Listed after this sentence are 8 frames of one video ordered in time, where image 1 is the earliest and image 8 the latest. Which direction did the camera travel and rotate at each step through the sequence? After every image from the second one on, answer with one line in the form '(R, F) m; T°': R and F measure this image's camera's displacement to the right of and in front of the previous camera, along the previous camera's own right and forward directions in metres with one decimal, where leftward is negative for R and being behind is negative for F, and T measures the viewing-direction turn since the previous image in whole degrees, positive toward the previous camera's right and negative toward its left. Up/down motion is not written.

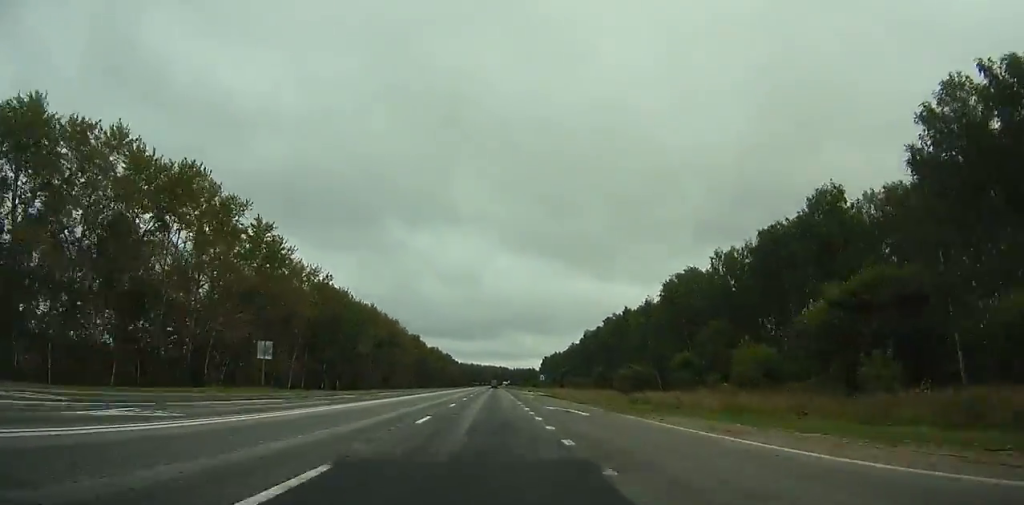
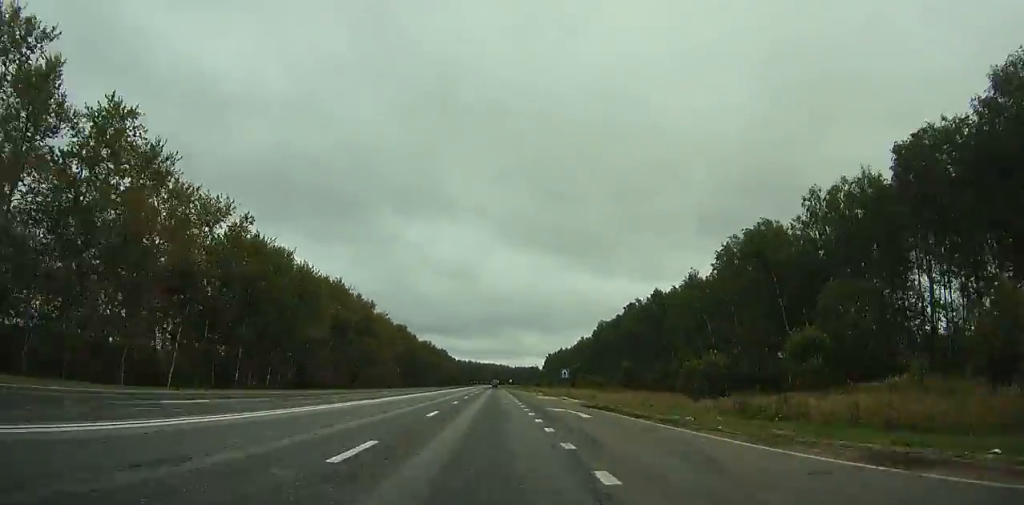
(+0.1, +31.1) m; 0°
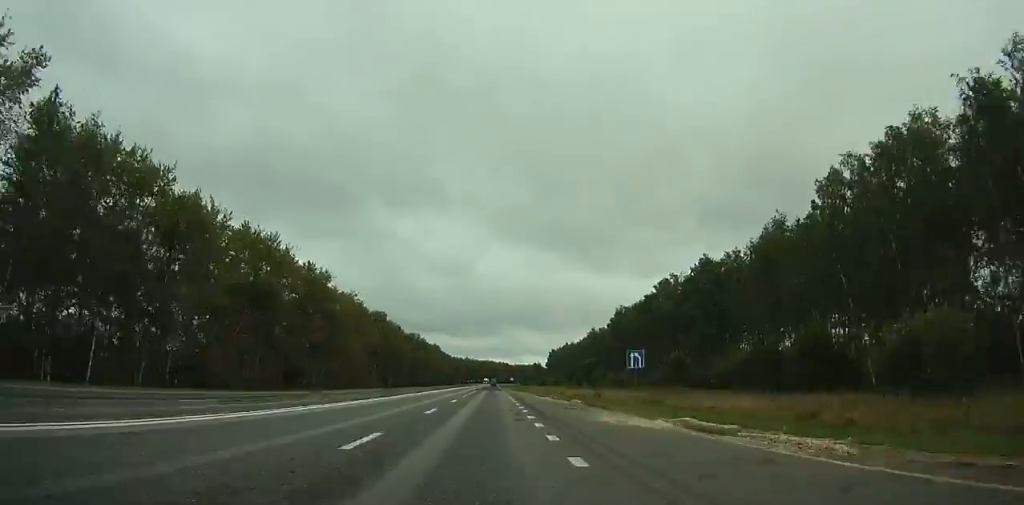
(+0.1, +34.1) m; 0°
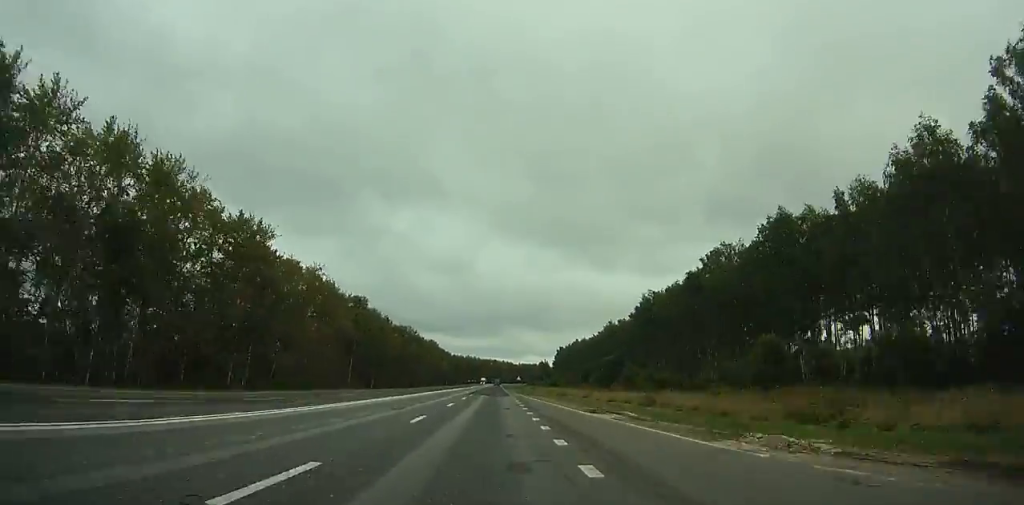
(0.0, +28.9) m; 0°
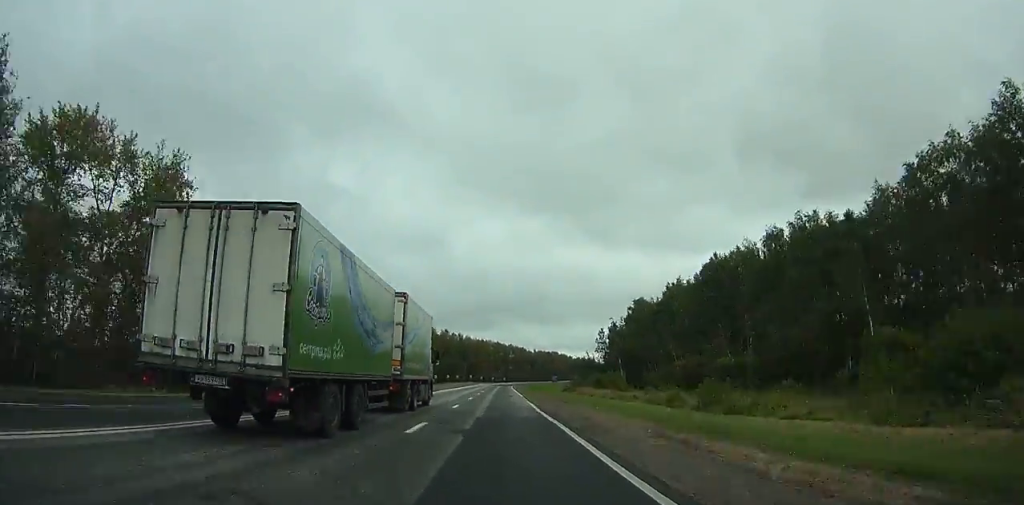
(-1.5, +200.8) m; -1°
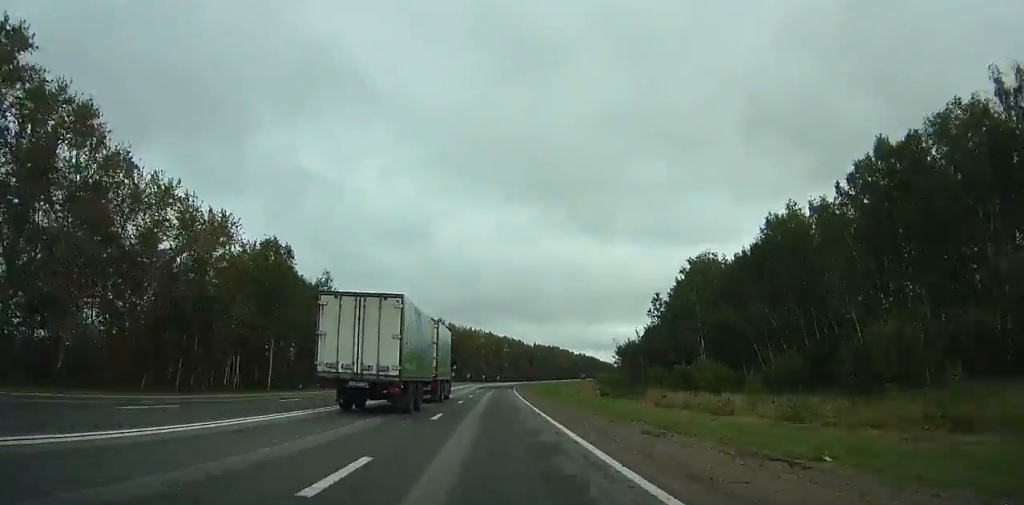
(-0.1, +55.8) m; 0°
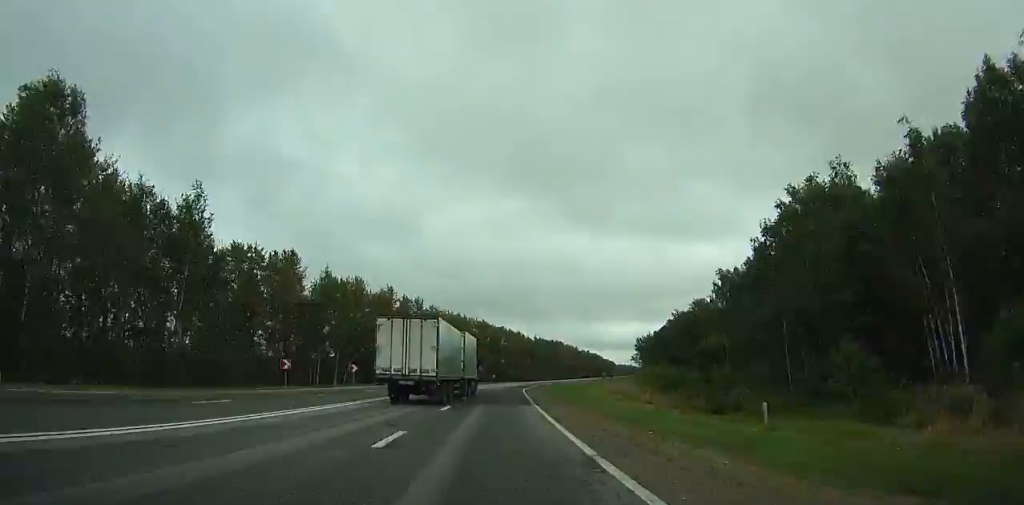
(0.0, +44.5) m; +1°
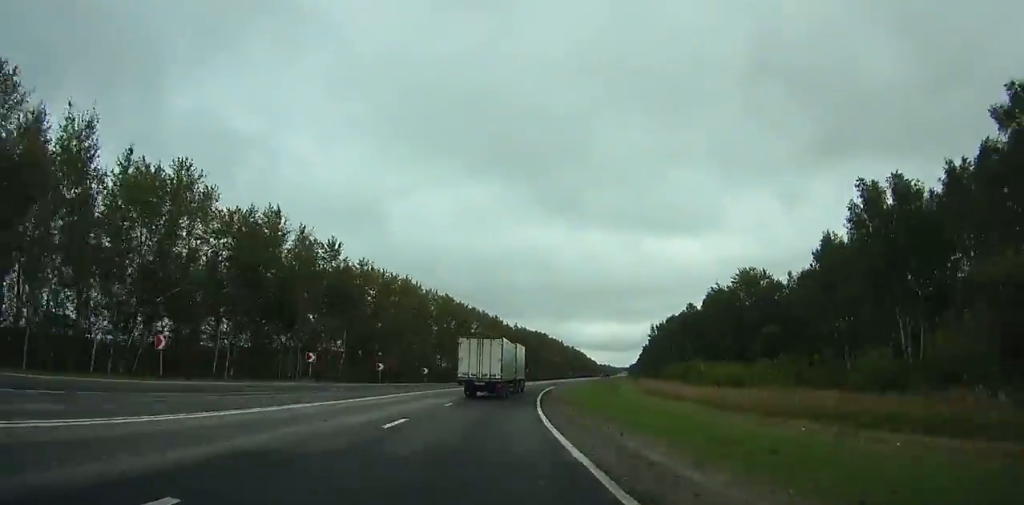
(+1.0, +56.4) m; +3°
